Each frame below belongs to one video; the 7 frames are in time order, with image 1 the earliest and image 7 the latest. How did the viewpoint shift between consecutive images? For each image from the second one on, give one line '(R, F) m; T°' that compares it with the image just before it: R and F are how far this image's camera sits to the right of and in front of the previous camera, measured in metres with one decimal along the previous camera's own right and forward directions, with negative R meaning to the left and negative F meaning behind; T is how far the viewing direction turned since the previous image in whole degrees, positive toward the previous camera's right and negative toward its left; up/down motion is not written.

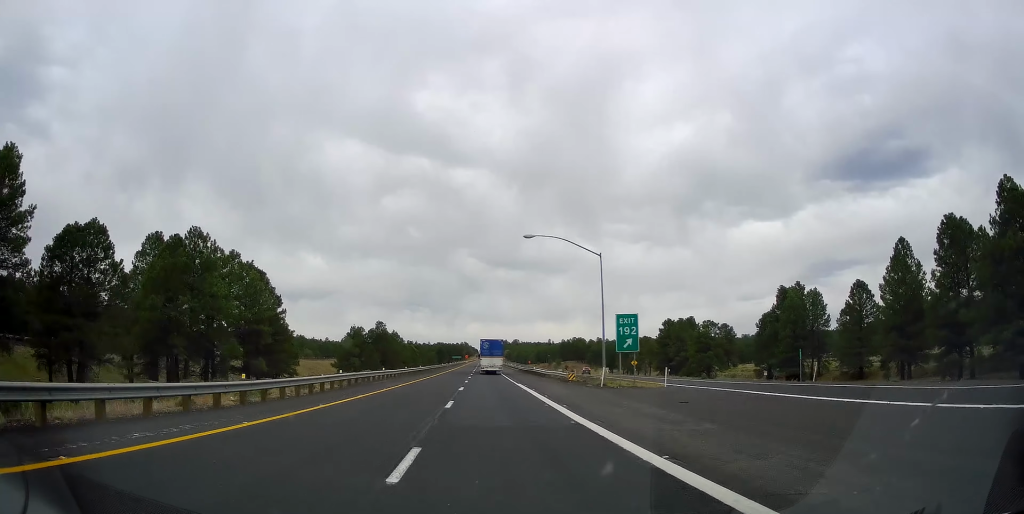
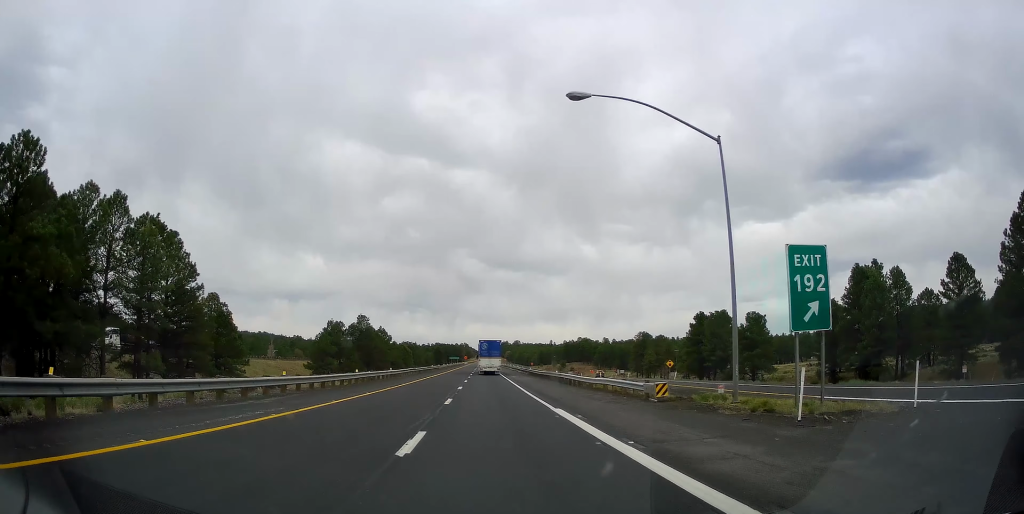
(-0.1, +22.1) m; 0°
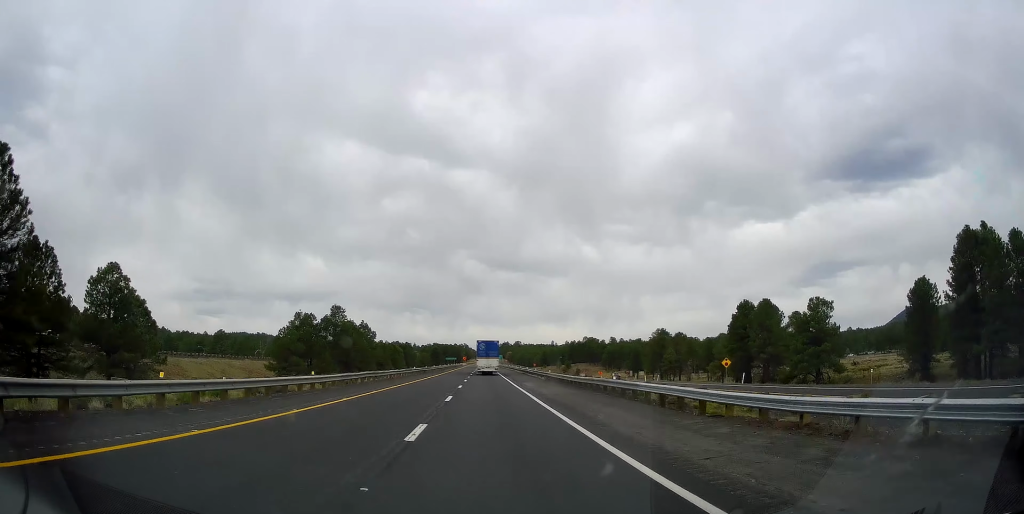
(+0.3, +22.1) m; 0°
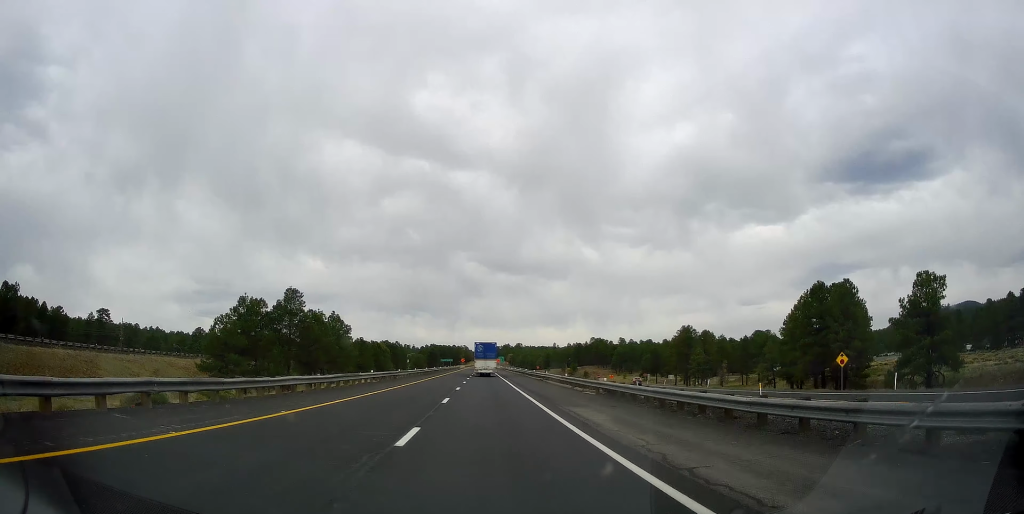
(-0.4, +25.0) m; 0°
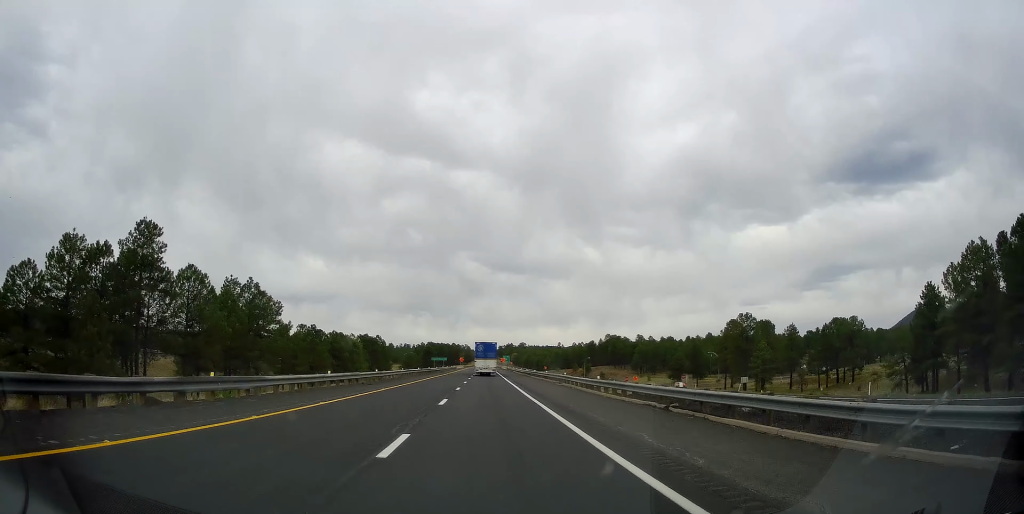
(+0.3, +38.0) m; 0°
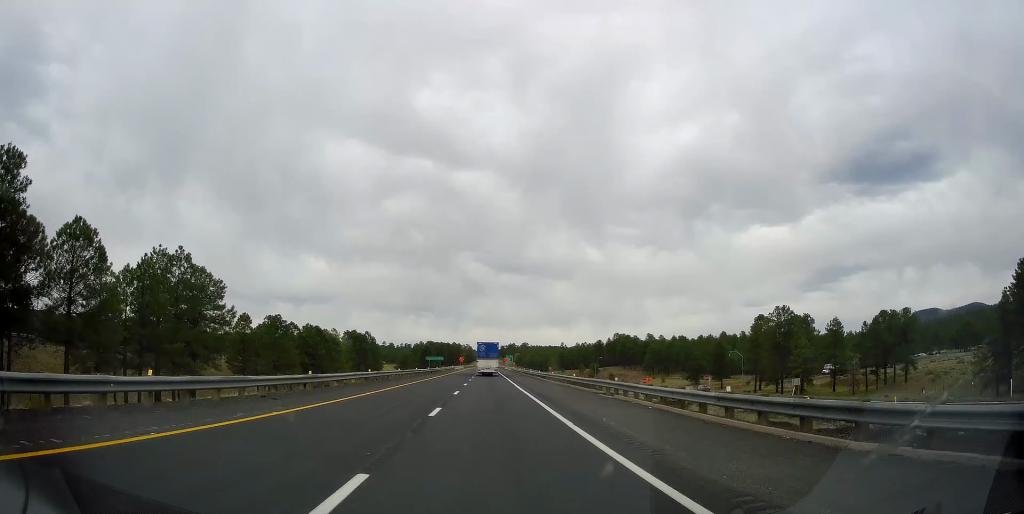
(-0.3, +16.8) m; 0°
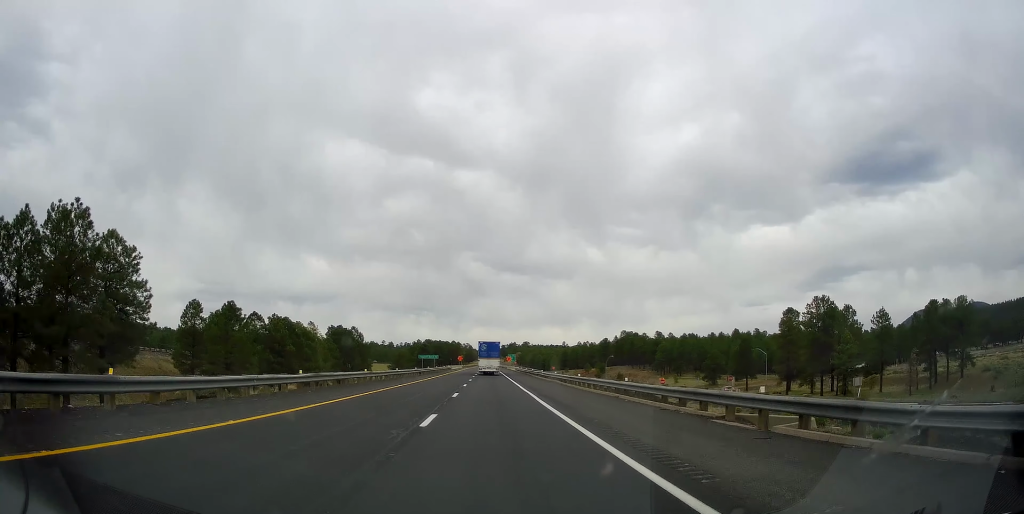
(0.0, +14.9) m; 0°
